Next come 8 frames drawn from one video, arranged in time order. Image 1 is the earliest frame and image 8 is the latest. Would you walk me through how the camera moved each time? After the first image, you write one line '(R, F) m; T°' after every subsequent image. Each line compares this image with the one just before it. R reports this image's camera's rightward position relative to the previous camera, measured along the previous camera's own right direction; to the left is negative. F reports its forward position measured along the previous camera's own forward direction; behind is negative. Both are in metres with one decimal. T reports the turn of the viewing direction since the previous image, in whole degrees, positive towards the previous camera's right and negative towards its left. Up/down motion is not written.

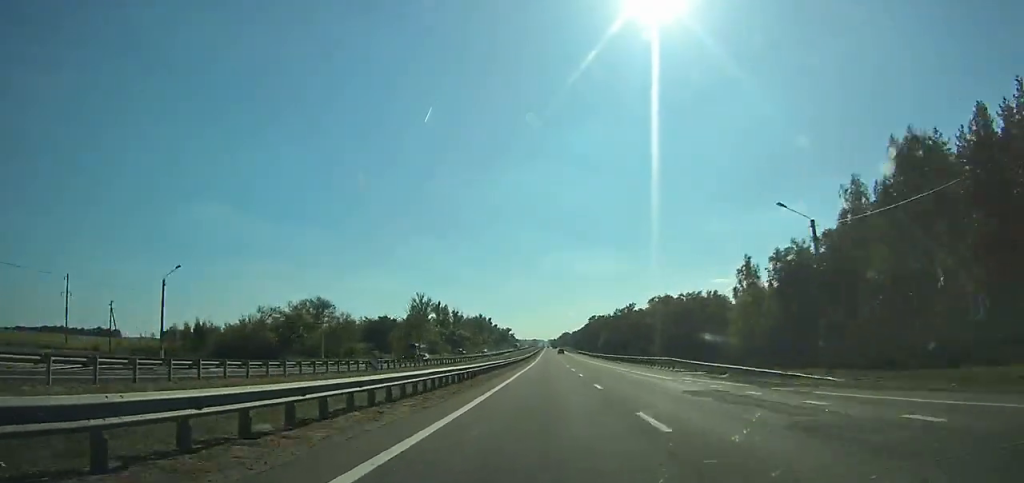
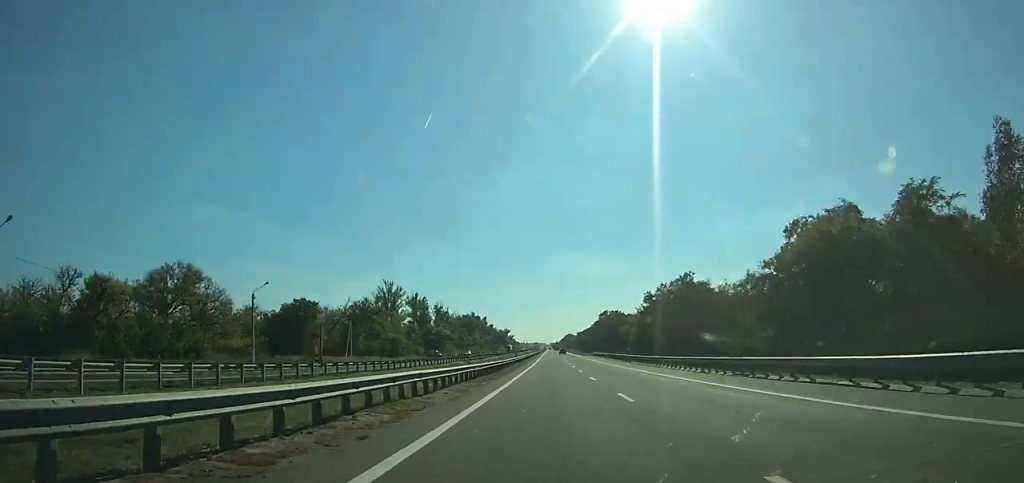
(0.0, +53.9) m; 0°
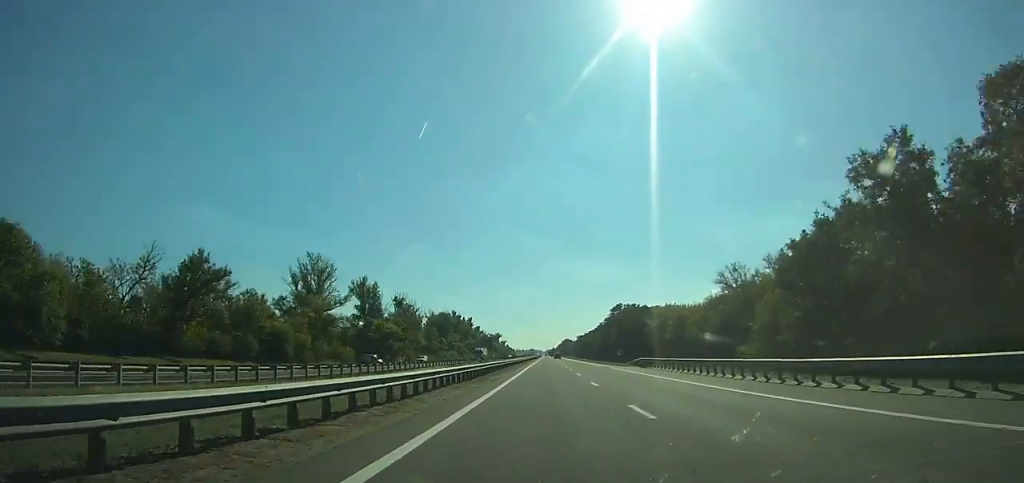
(0.0, +63.3) m; 0°
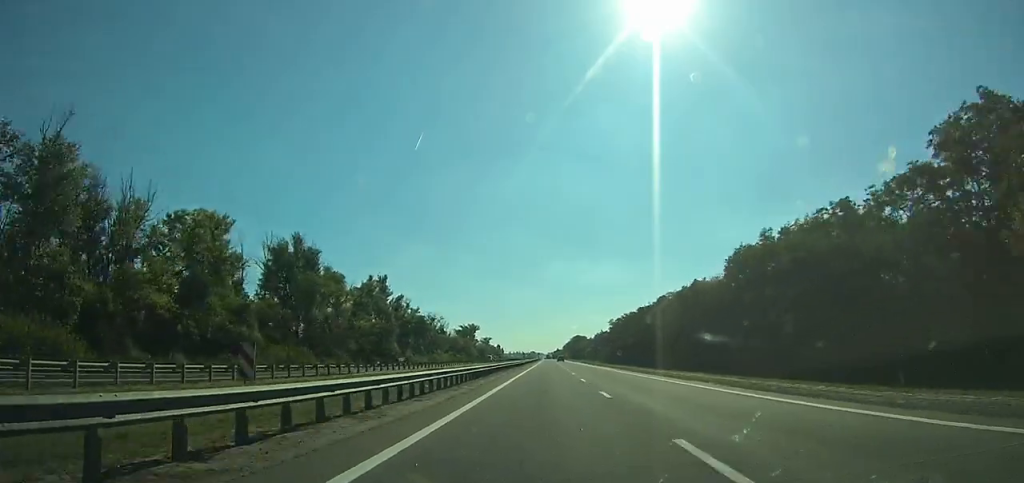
(0.0, +214.6) m; 0°
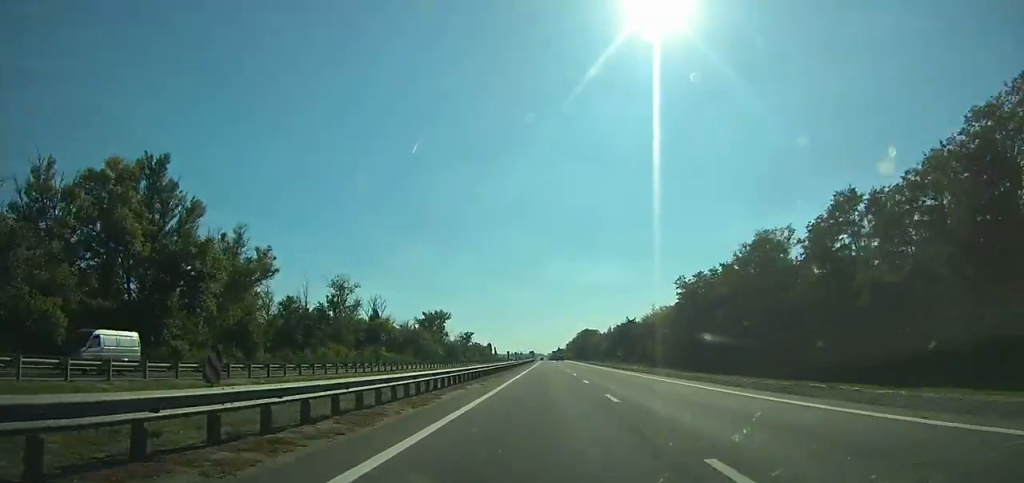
(-0.1, +108.7) m; 0°
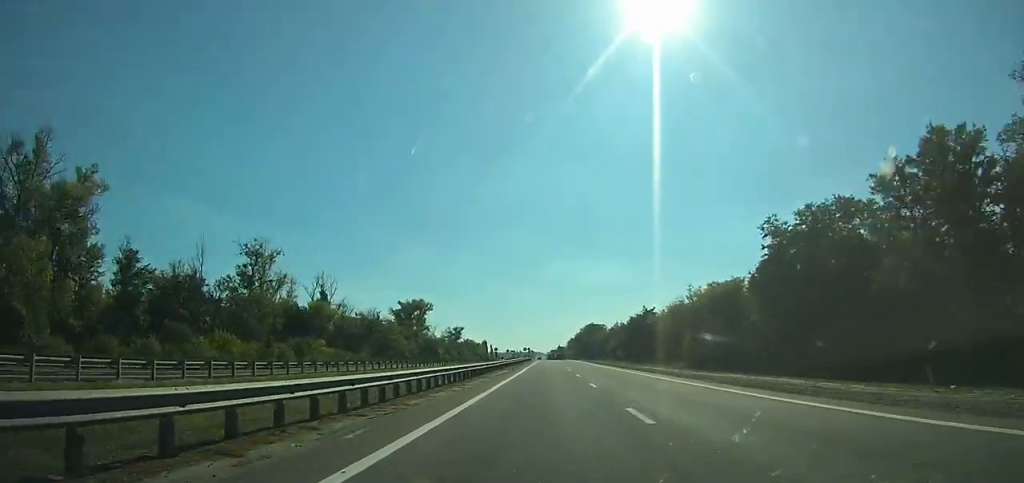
(-0.1, +40.1) m; 0°
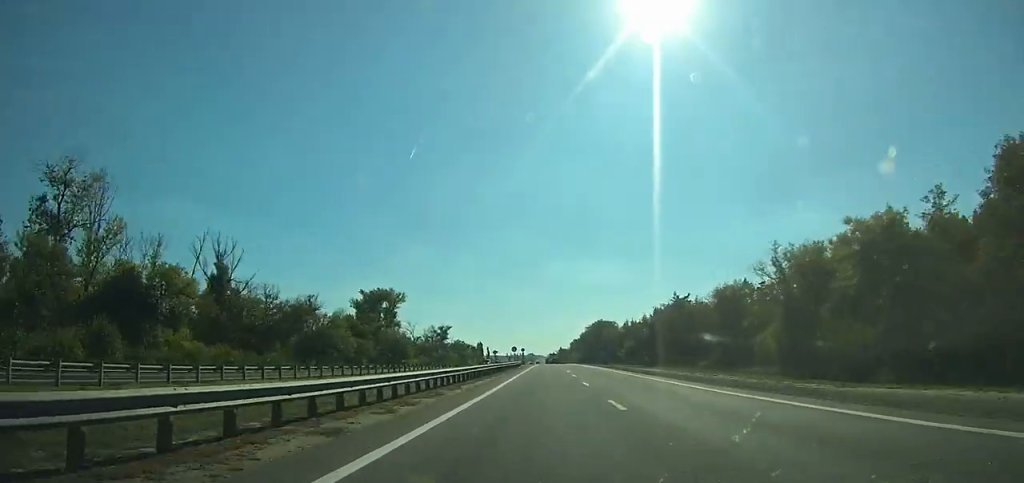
(0.0, +43.2) m; 0°
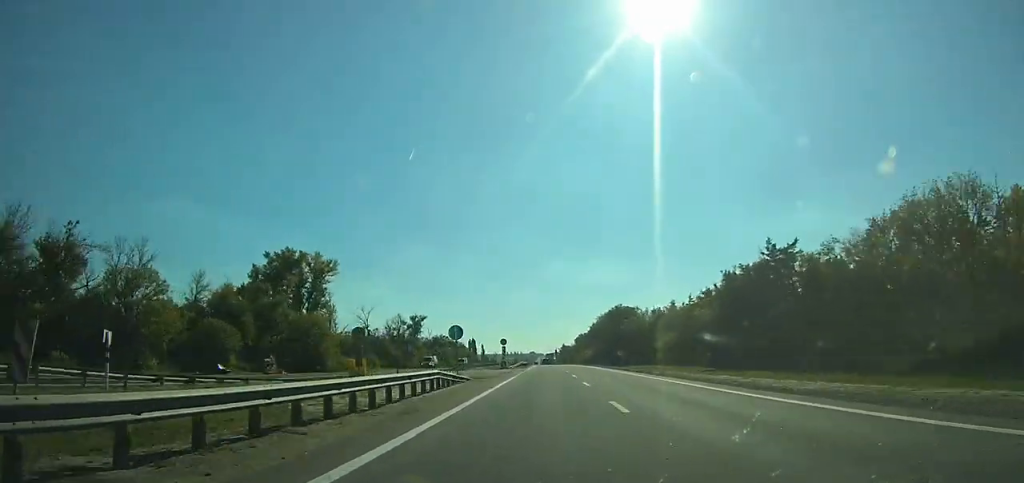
(+0.1, +59.2) m; 0°
